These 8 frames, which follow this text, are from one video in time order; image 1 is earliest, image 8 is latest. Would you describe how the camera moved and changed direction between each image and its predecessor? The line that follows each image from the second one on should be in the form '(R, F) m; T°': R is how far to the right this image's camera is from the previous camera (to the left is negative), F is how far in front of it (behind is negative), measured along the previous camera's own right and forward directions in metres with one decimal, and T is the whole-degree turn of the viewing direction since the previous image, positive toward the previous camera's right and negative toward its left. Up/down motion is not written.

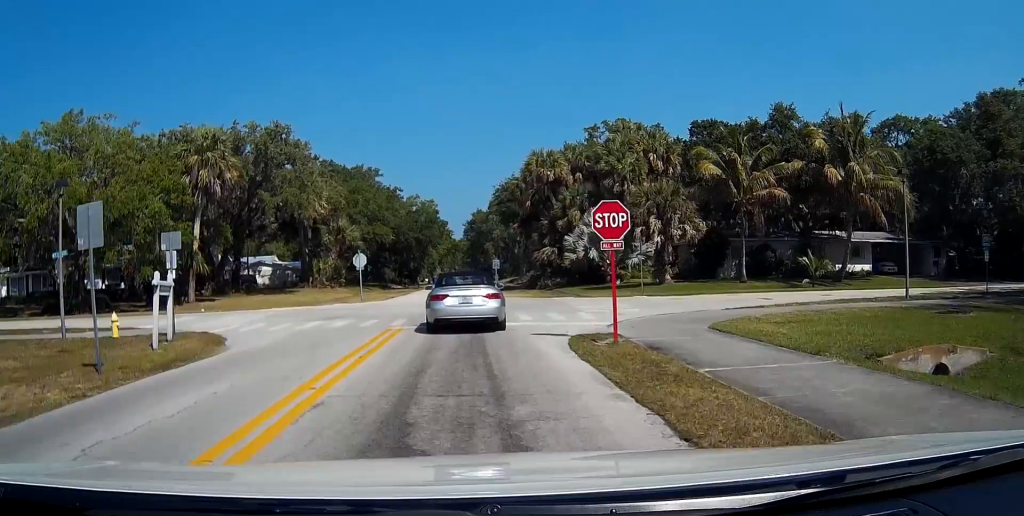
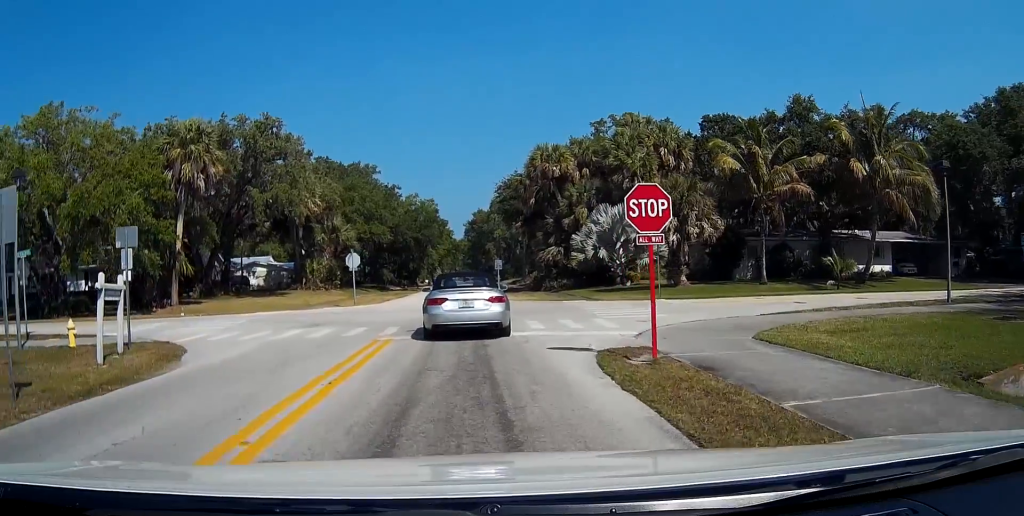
(0.0, +2.7) m; -1°
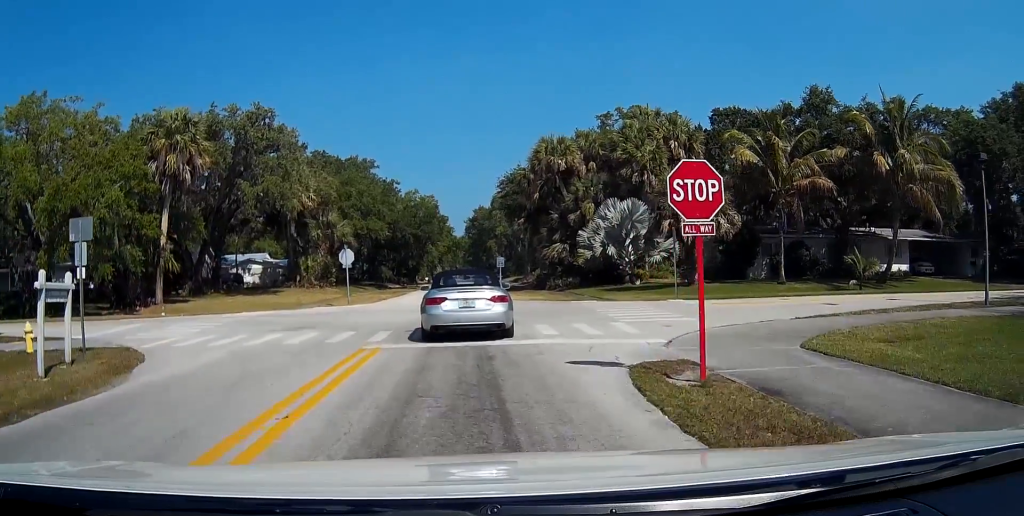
(0.0, +2.1) m; -1°
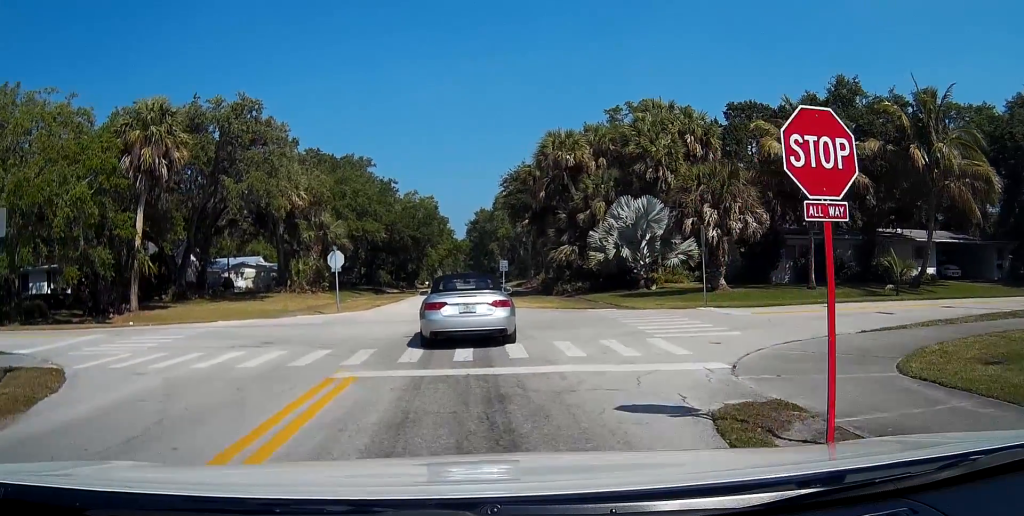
(0.0, +3.0) m; -1°
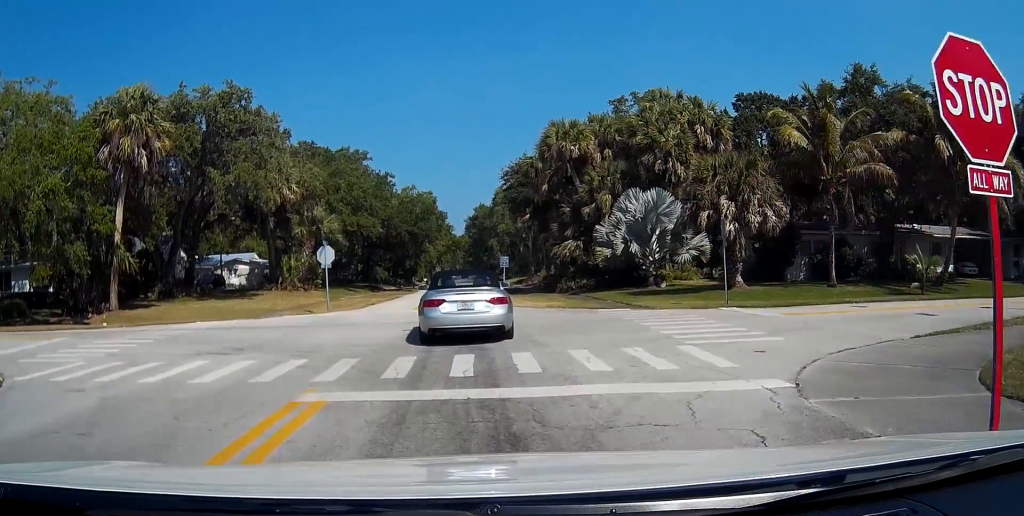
(0.0, +1.9) m; -1°
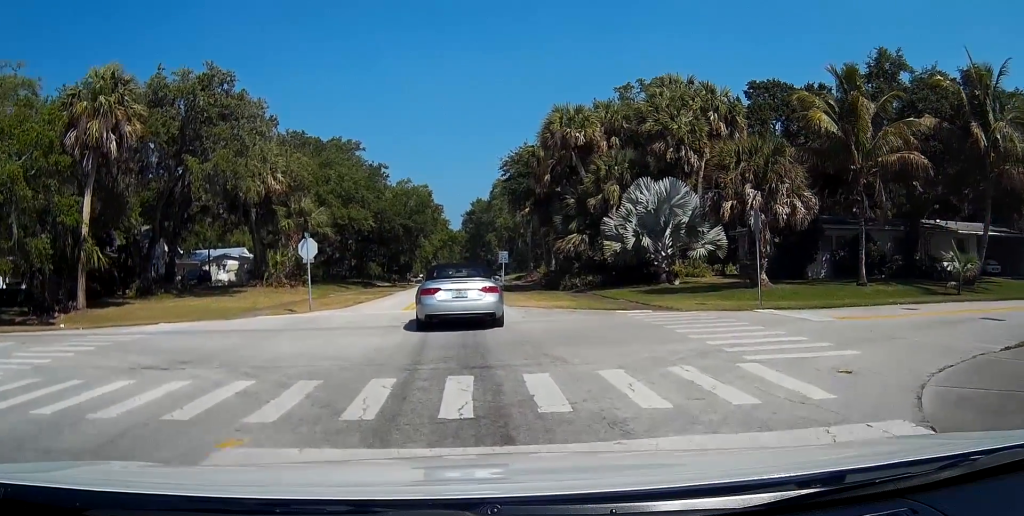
(0.0, +2.8) m; -1°
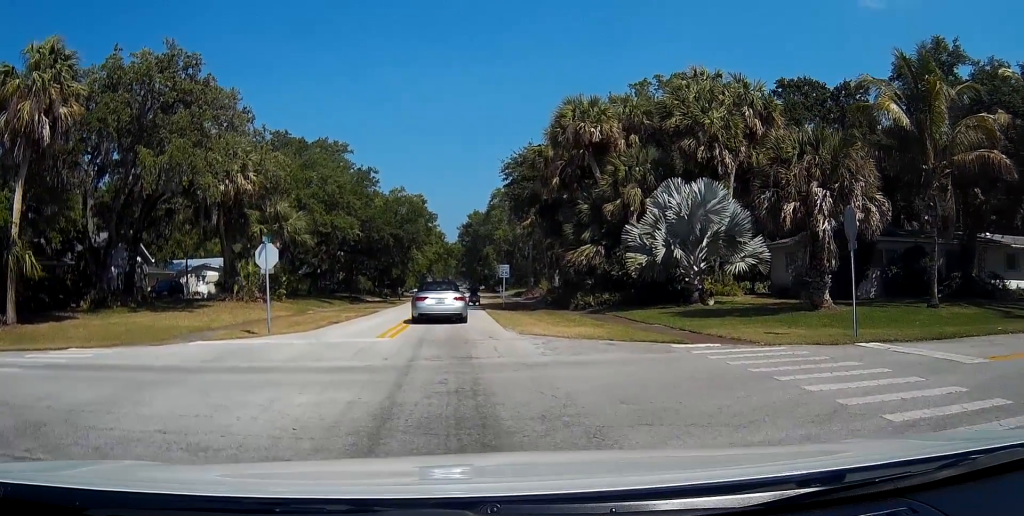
(+0.2, +7.3) m; +2°
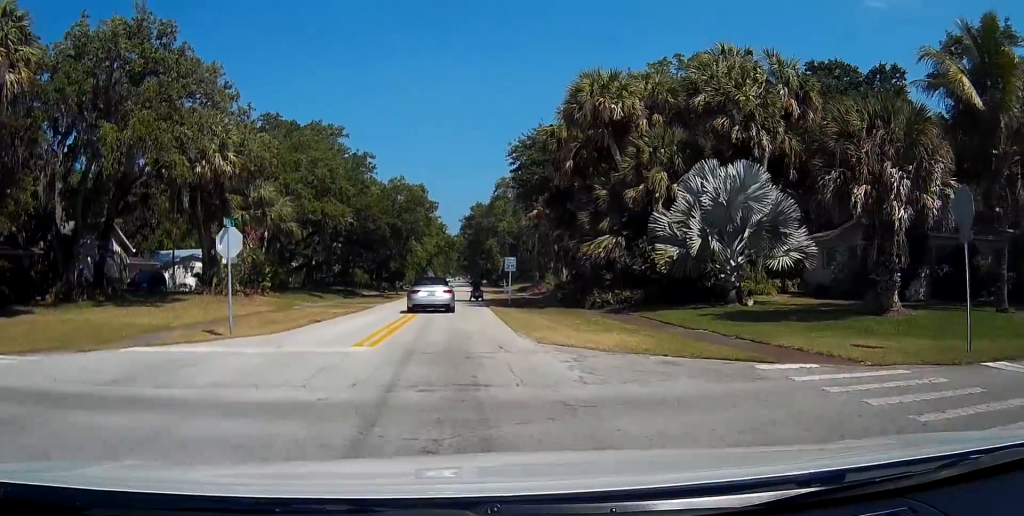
(-0.1, +4.6) m; -2°
